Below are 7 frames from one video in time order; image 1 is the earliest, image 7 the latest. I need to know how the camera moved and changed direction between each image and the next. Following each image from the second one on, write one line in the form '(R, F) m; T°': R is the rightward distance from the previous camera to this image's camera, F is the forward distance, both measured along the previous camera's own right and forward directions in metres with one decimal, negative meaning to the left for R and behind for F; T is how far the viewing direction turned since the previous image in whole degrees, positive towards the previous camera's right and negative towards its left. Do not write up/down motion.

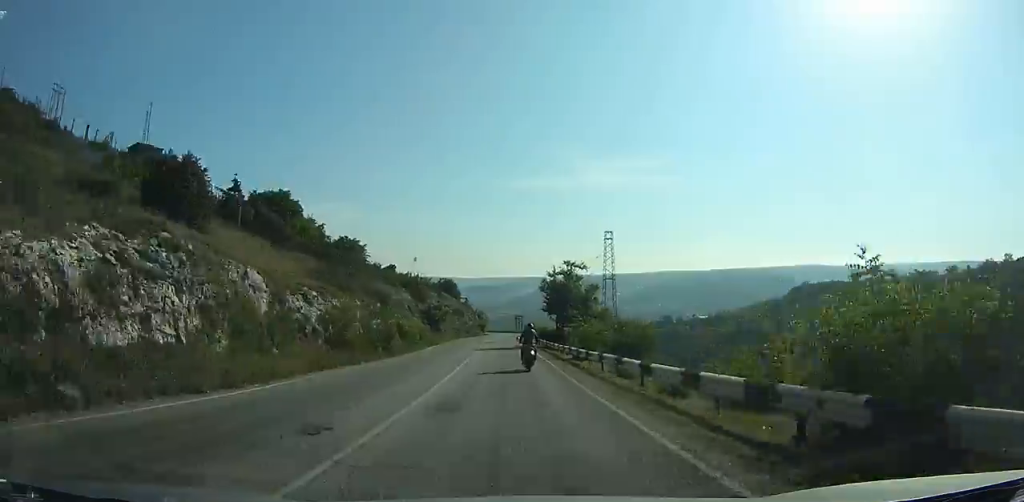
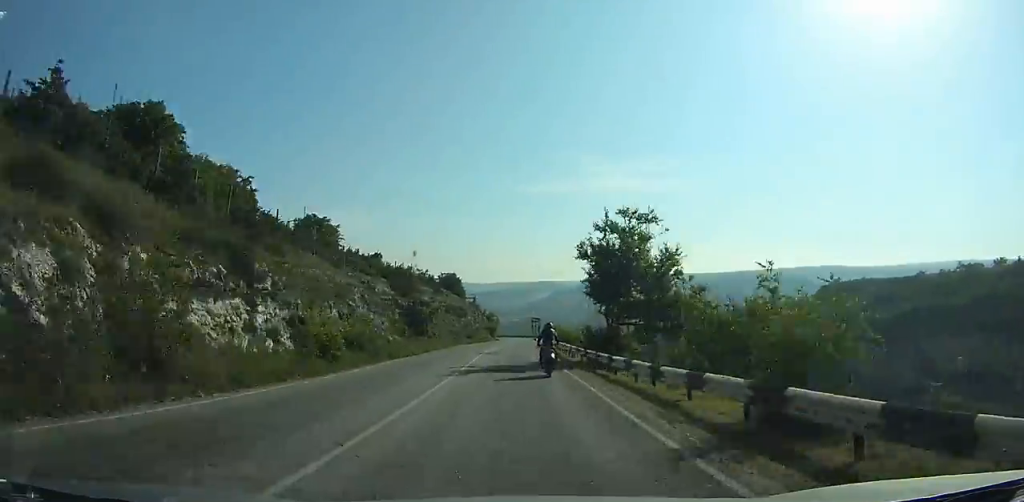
(-1.3, +22.3) m; -3°
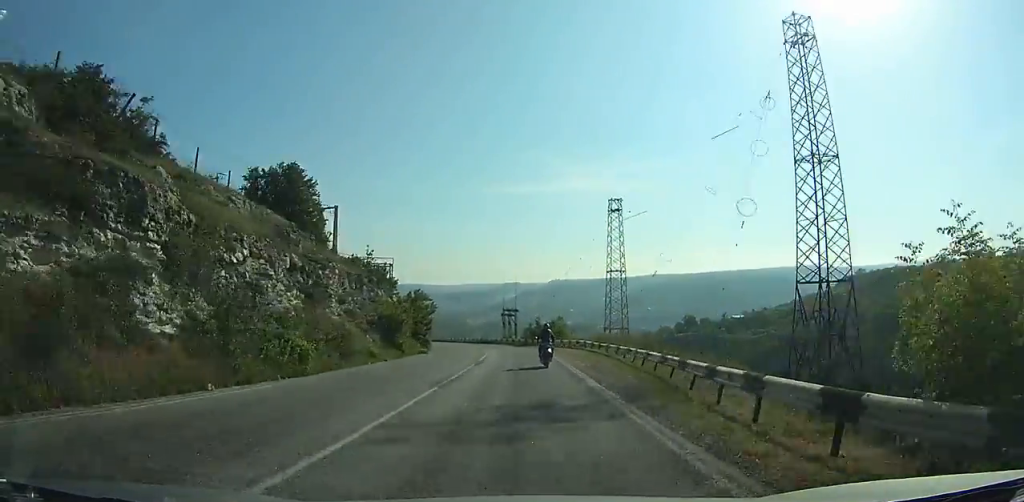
(-1.0, +81.3) m; -1°
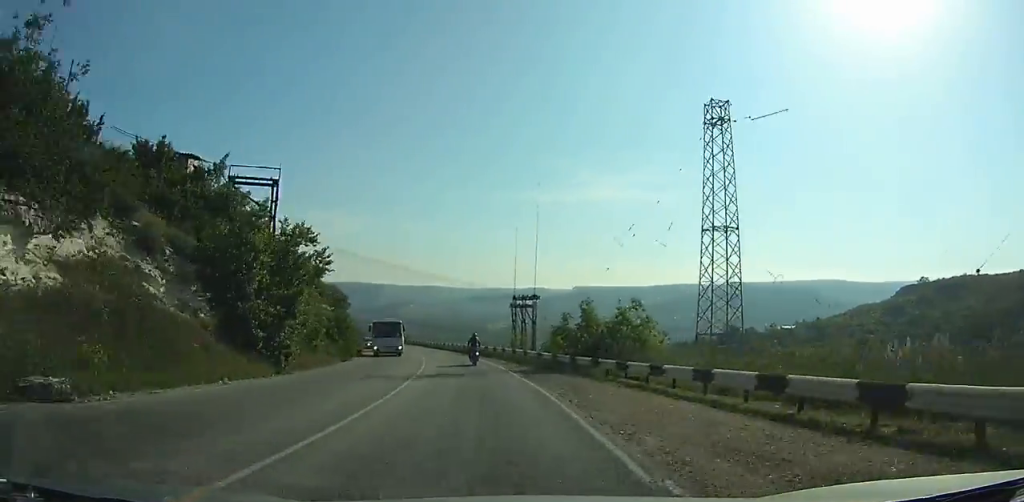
(0.0, +43.2) m; 0°
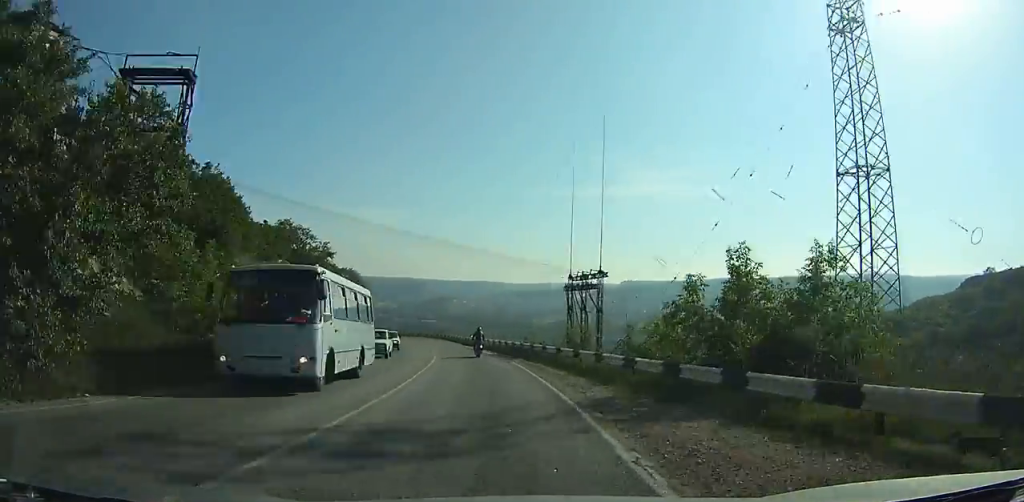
(0.0, +14.6) m; 0°
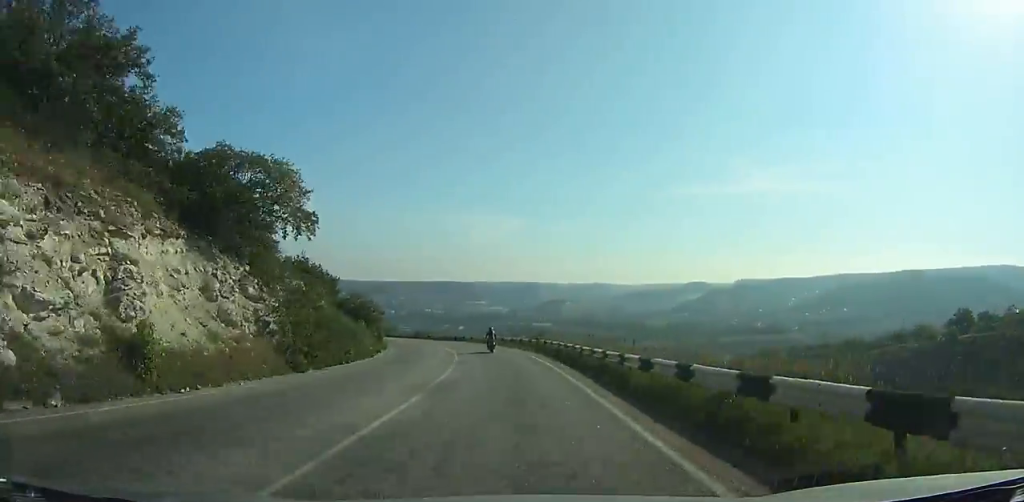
(0.0, +44.3) m; 0°
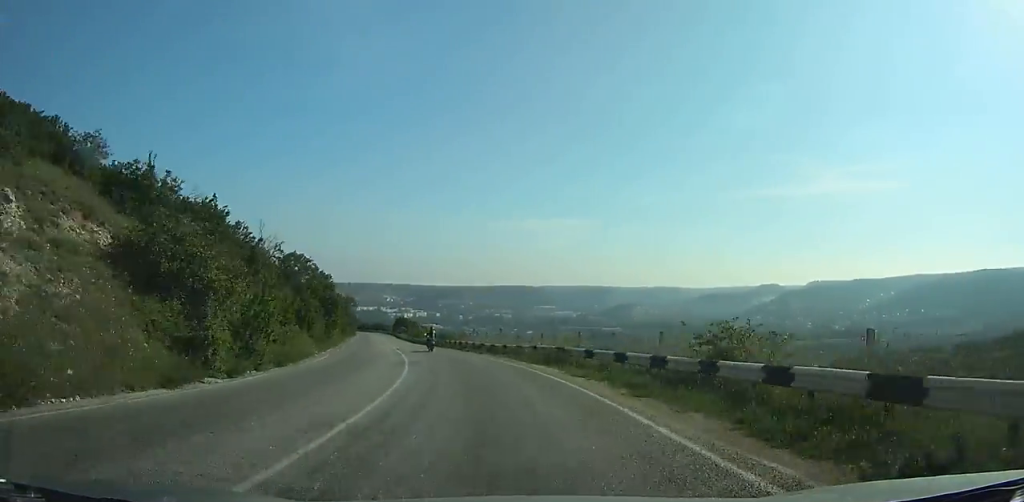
(0.0, +29.4) m; 0°
